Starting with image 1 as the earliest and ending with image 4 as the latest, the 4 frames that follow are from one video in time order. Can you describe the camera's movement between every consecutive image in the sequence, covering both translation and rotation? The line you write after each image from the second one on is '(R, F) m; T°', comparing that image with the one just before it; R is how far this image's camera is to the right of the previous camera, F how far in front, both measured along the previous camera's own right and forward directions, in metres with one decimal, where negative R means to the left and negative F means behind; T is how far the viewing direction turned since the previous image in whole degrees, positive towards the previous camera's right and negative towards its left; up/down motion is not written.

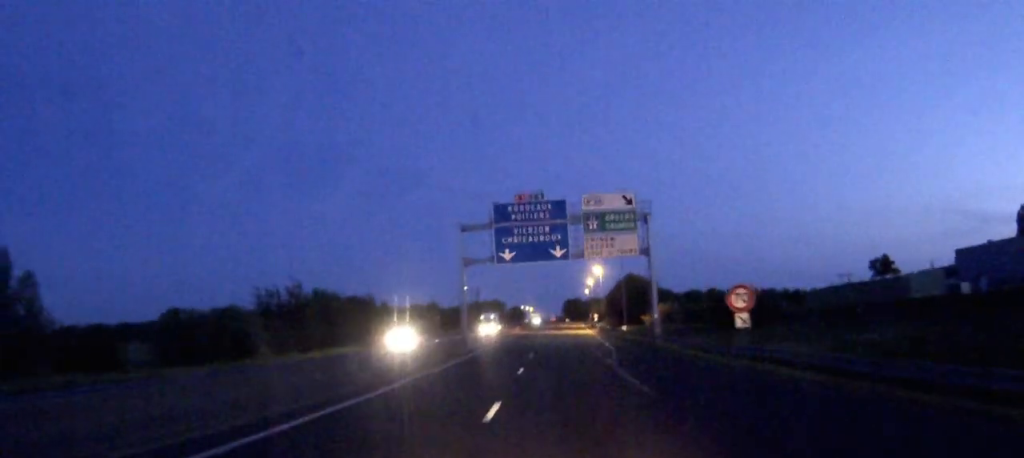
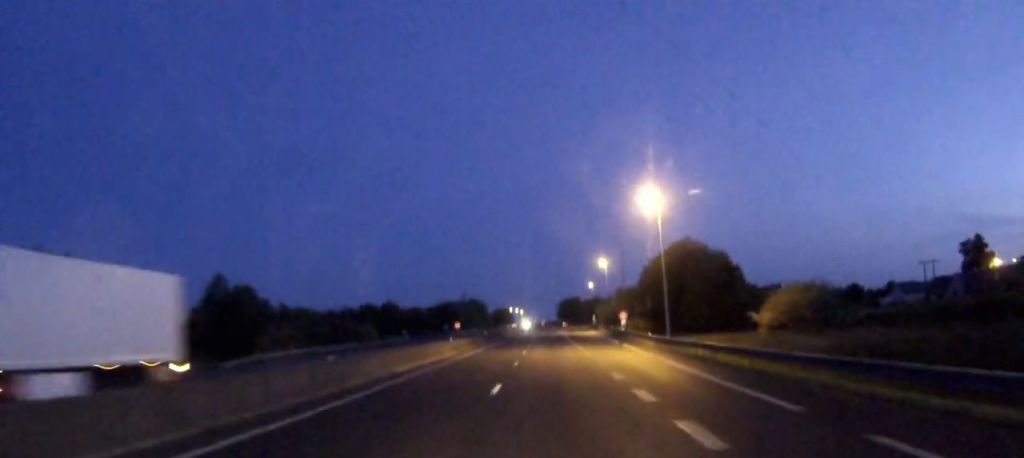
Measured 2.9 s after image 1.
(+0.3, +73.8) m; 0°
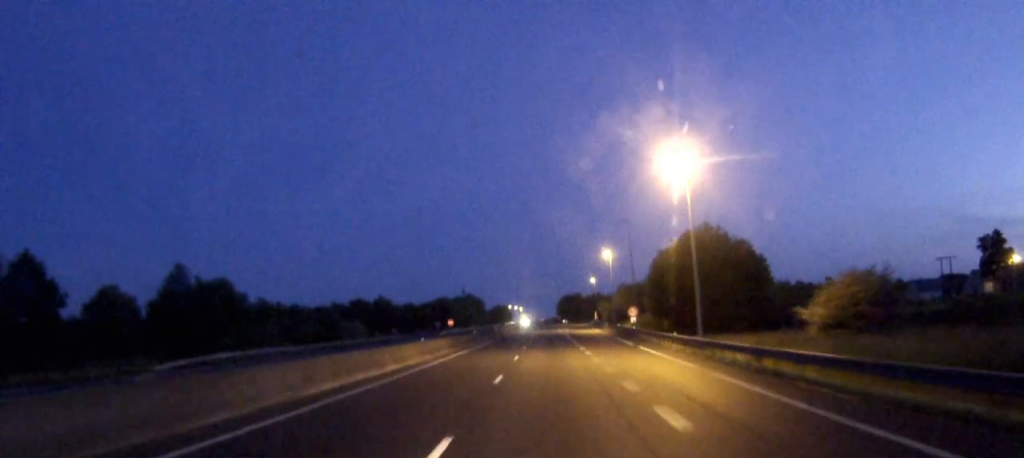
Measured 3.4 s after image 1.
(0.0, +10.9) m; 0°
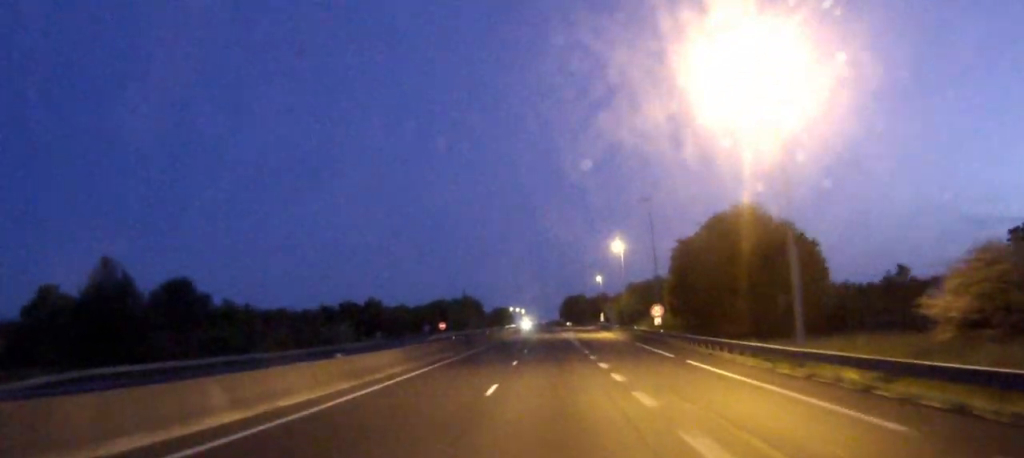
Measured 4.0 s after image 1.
(0.0, +15.9) m; 0°
